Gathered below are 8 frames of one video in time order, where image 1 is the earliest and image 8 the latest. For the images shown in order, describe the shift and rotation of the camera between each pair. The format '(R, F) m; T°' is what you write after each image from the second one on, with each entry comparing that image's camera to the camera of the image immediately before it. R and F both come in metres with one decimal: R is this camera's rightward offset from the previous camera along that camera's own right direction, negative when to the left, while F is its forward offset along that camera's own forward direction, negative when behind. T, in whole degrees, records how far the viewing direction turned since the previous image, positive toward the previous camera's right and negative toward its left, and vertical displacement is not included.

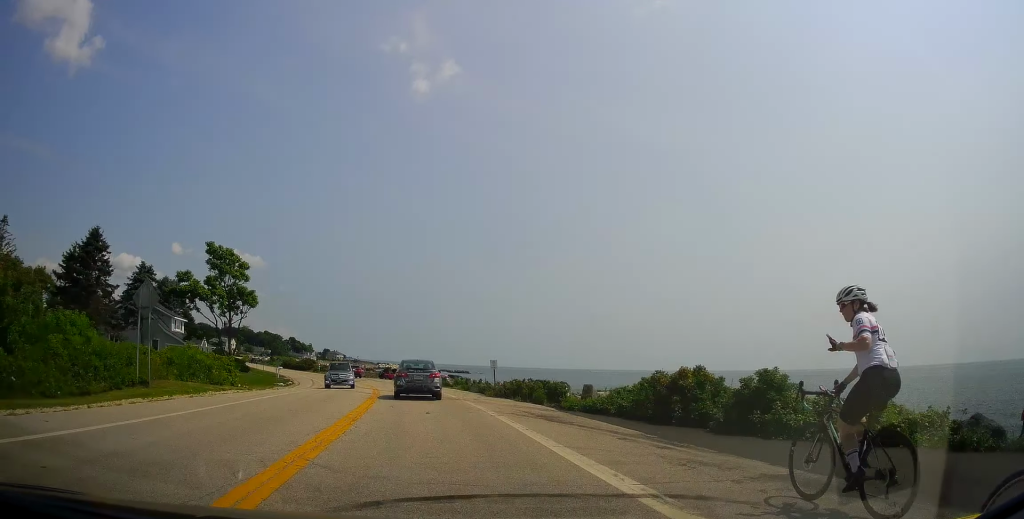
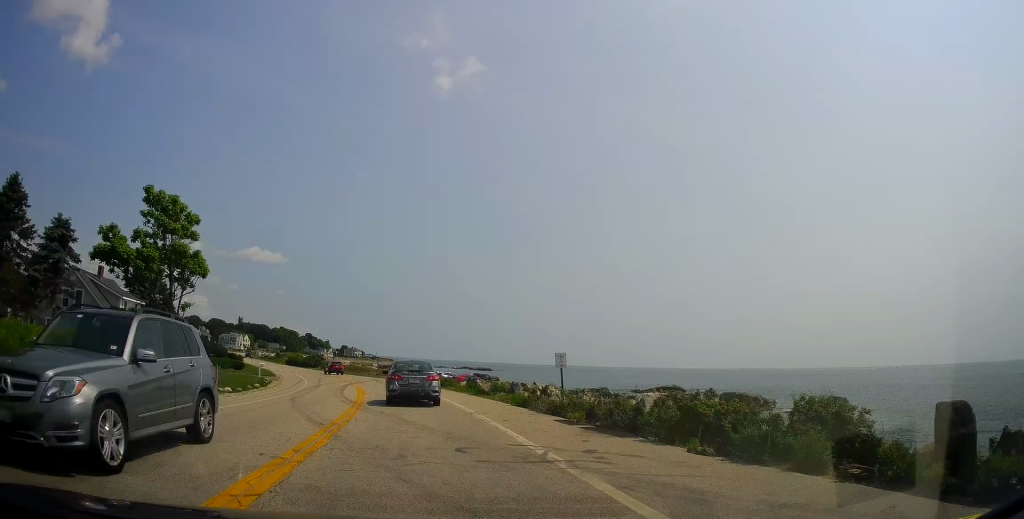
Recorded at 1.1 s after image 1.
(-0.2, +14.7) m; 0°
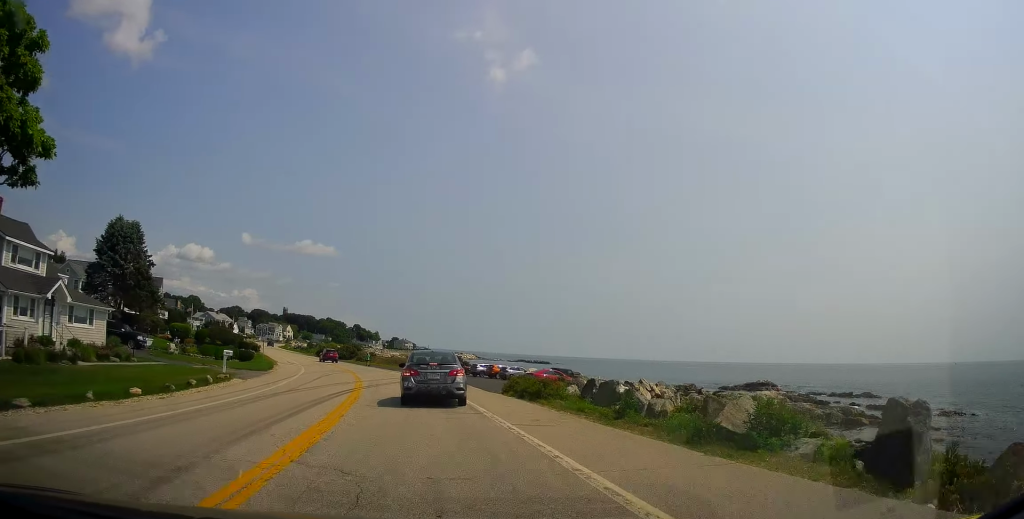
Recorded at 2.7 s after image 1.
(-0.4, +20.6) m; -5°
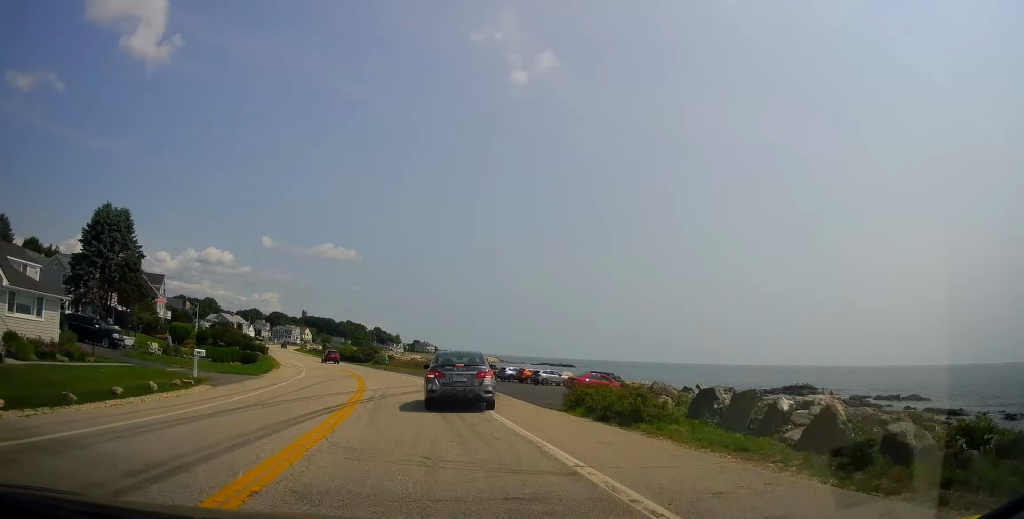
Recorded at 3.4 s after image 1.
(-0.2, +7.5) m; -3°
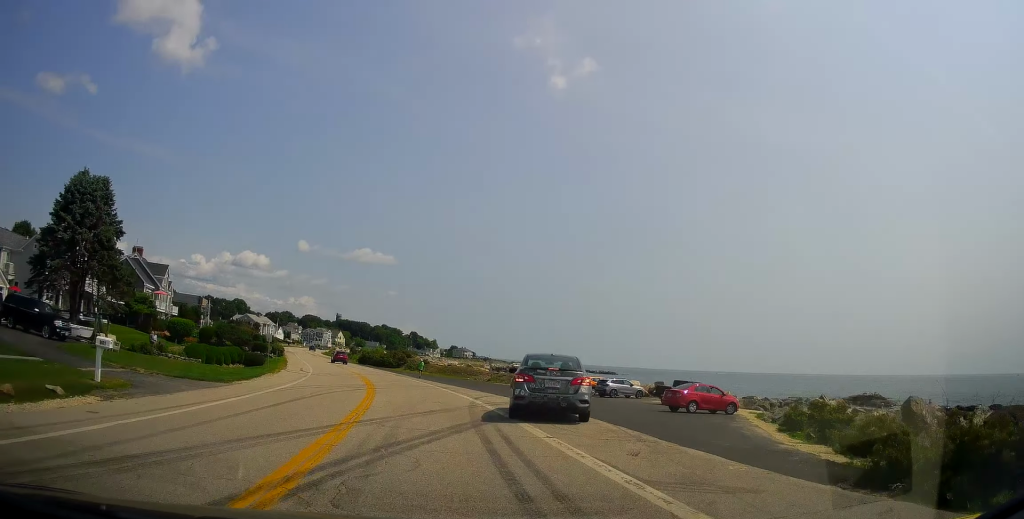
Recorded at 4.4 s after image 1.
(-0.5, +12.1) m; -4°
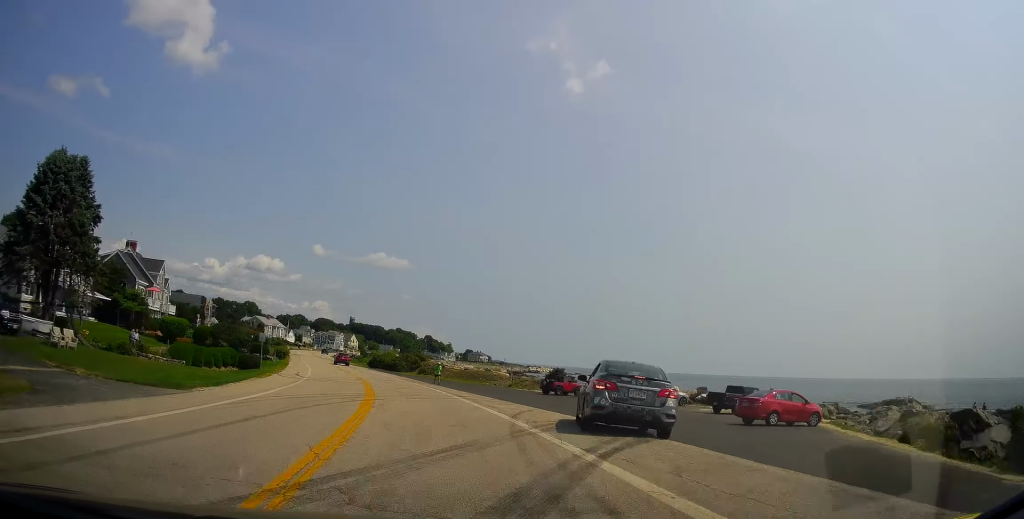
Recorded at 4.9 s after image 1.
(-0.1, +6.4) m; -1°
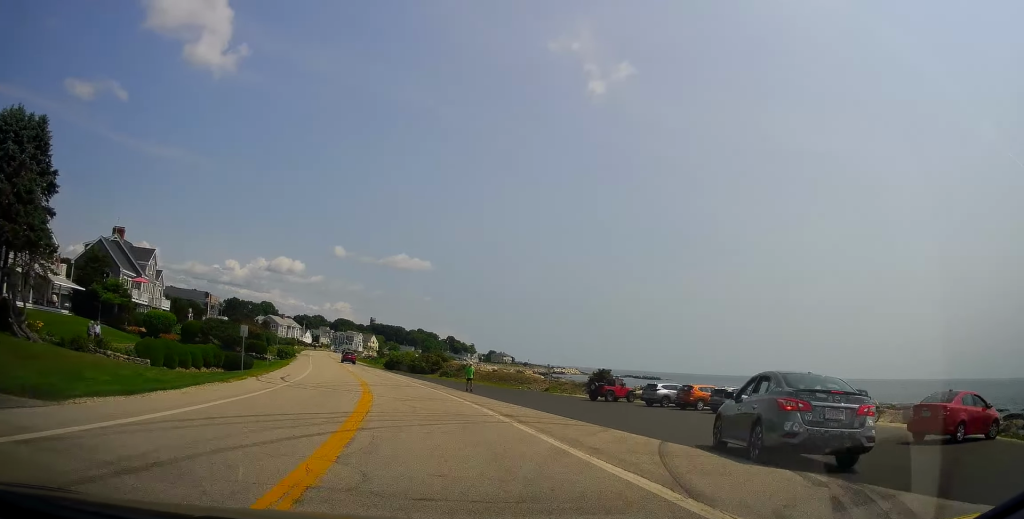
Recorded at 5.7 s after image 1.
(+0.1, +9.4) m; -1°
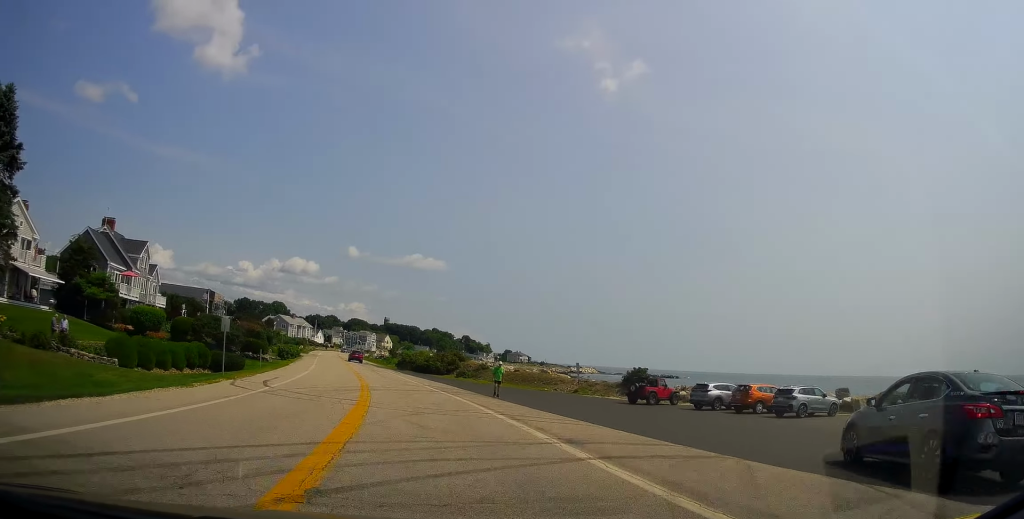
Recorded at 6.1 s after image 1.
(-0.1, +5.8) m; -2°
